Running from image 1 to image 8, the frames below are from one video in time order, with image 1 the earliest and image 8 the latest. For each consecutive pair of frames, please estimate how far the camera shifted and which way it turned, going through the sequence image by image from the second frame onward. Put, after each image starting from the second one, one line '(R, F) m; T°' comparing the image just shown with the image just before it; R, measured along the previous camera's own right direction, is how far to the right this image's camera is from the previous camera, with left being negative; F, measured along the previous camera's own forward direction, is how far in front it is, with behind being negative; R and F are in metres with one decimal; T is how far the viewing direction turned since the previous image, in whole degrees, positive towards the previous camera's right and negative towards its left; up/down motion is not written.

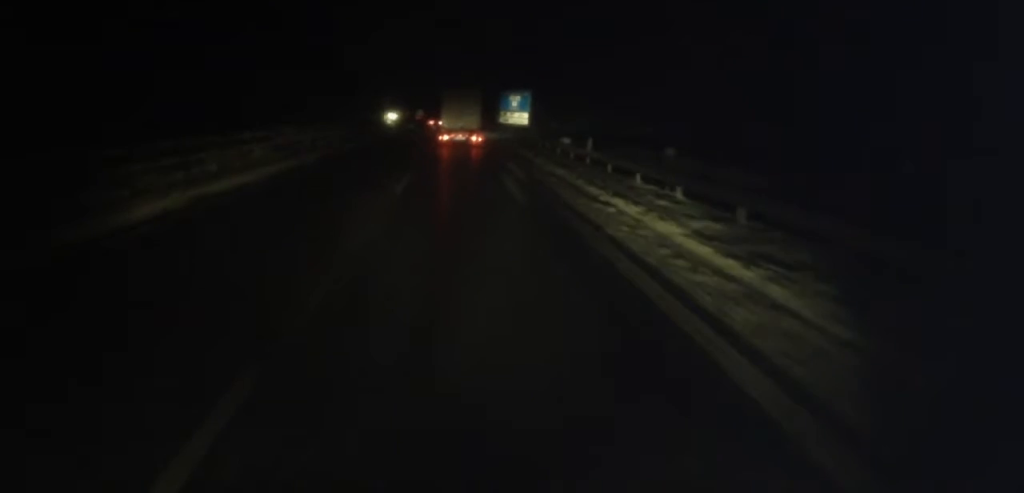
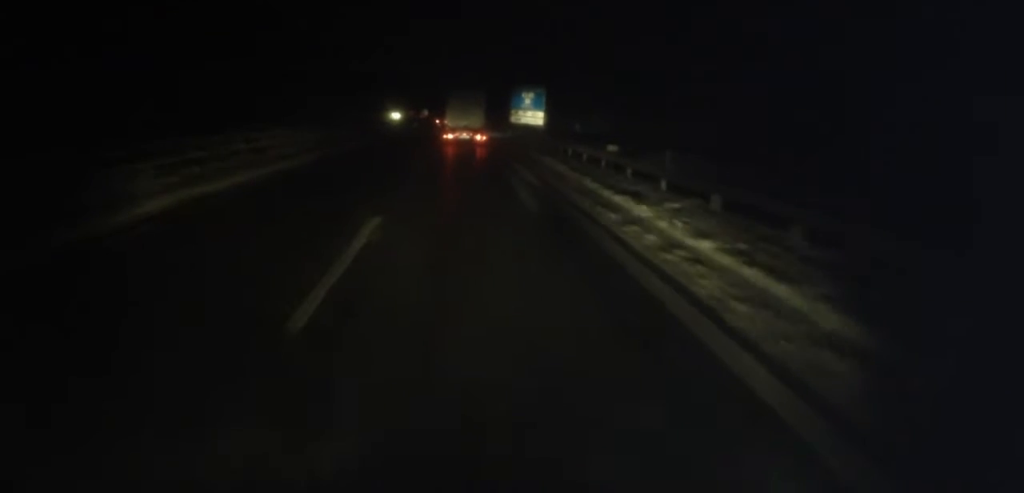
(0.0, +10.2) m; 0°
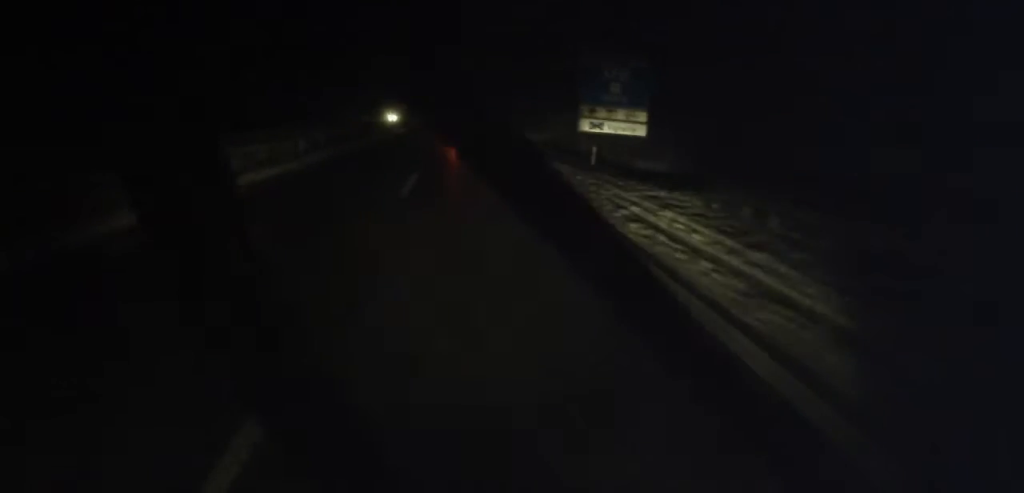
(0.0, +42.9) m; -1°
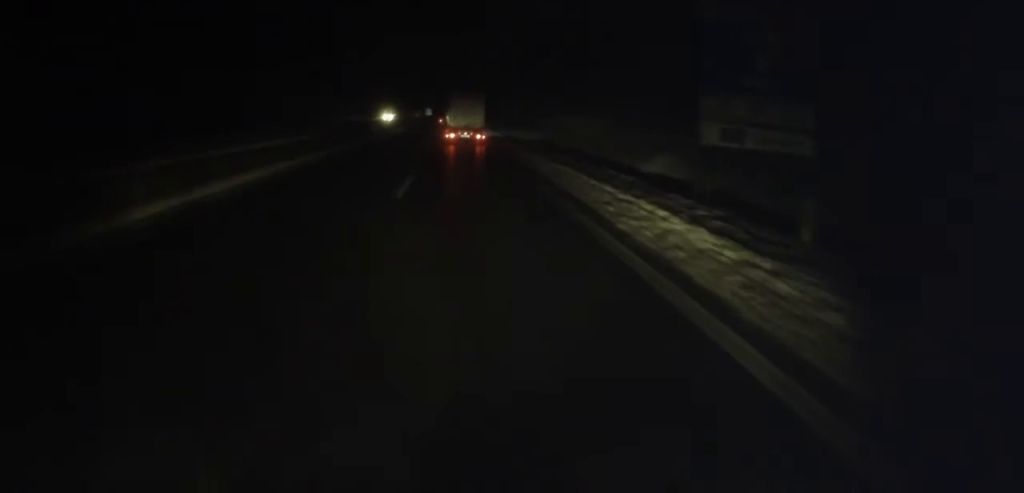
(-0.3, +18.9) m; -1°
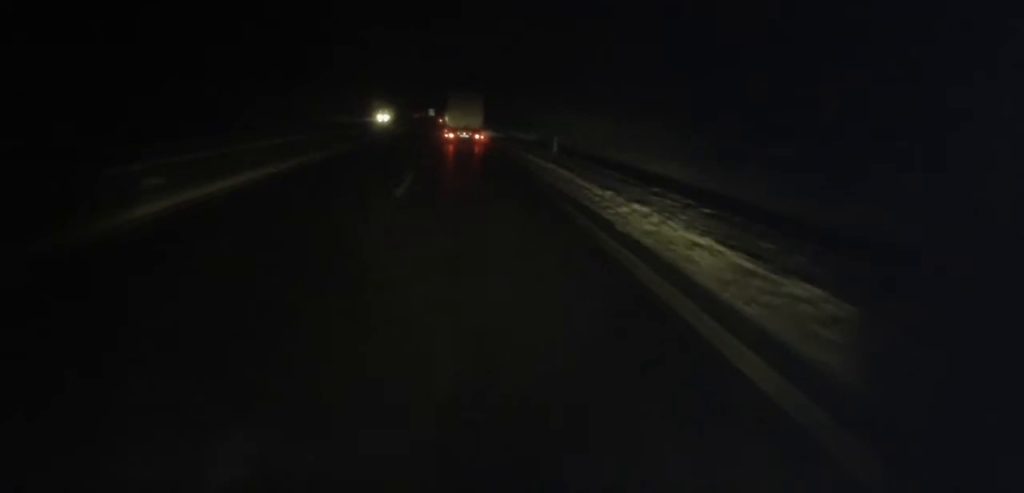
(-0.1, +18.2) m; 0°
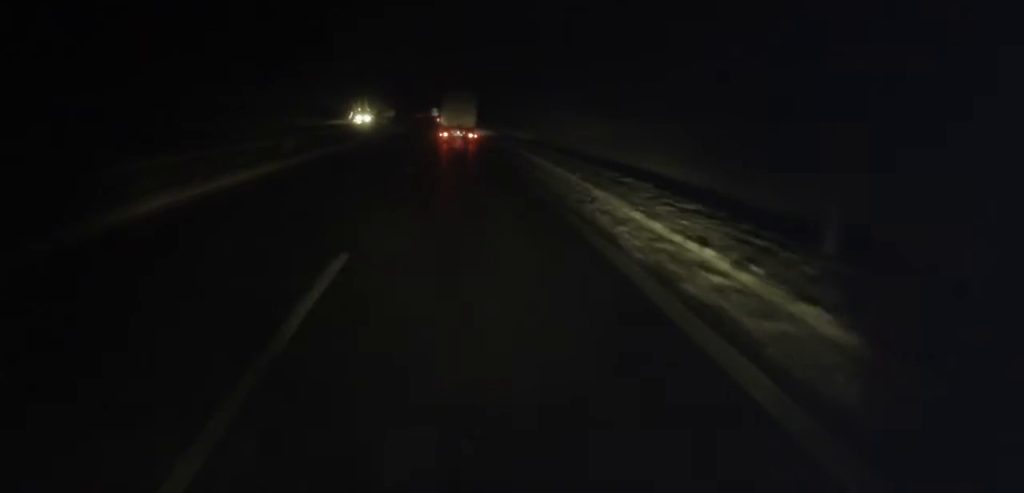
(+0.4, +30.4) m; +1°
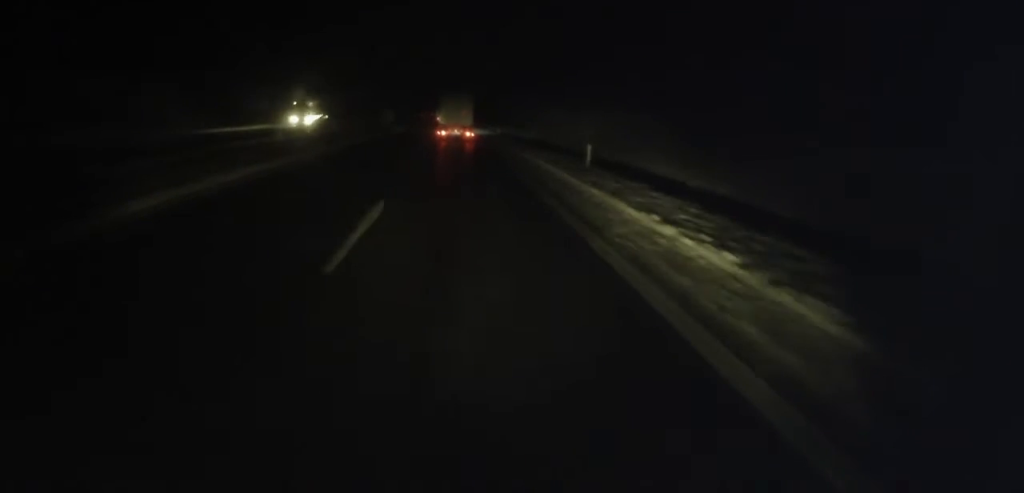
(-0.4, +31.0) m; -1°
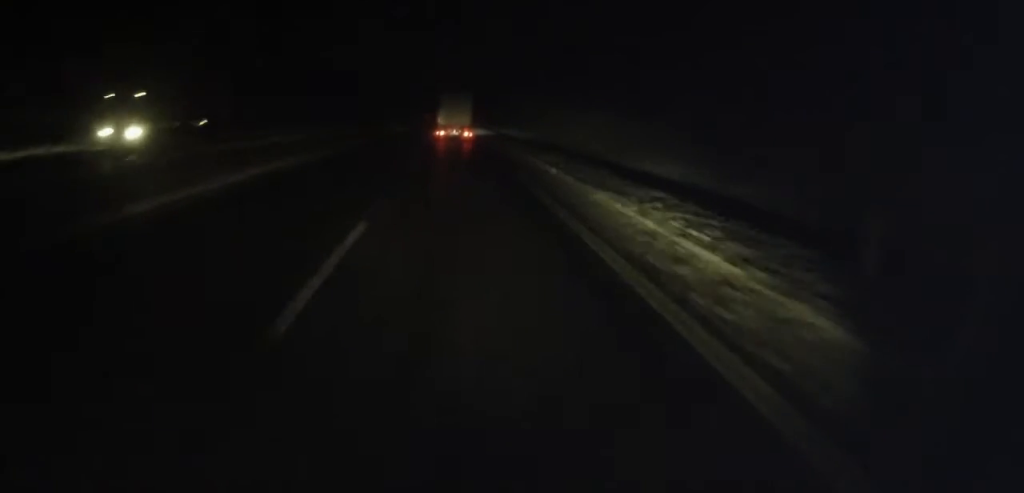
(0.0, +20.3) m; +1°
